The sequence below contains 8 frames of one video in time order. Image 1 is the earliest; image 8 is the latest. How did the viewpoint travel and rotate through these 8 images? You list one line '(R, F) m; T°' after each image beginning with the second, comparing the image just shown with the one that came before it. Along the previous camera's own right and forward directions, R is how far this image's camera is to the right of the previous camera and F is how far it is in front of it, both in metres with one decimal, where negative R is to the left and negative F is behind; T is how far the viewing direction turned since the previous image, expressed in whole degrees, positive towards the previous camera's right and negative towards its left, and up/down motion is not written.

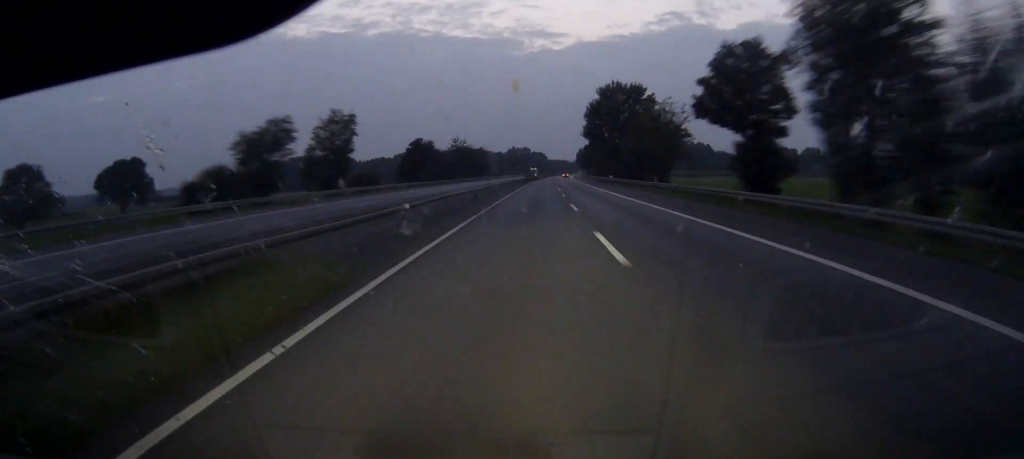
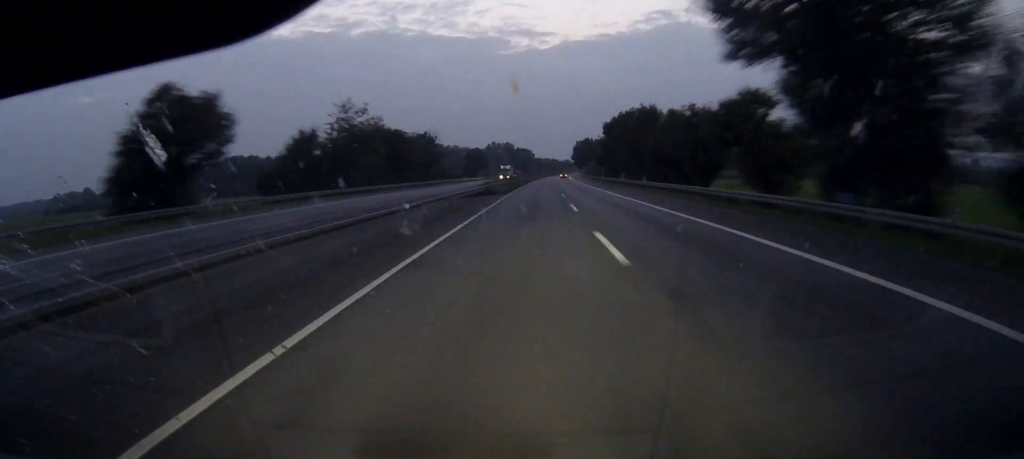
(+0.8, +89.6) m; +1°
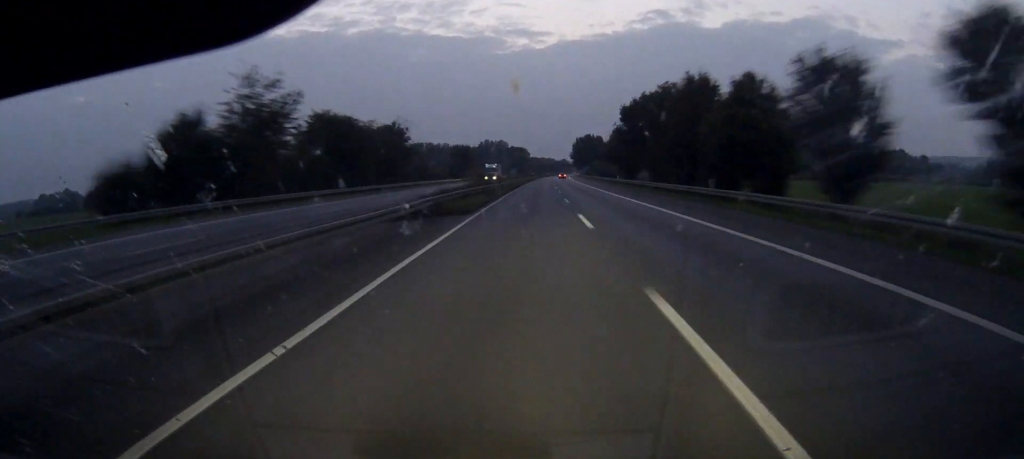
(+0.1, +27.6) m; 0°
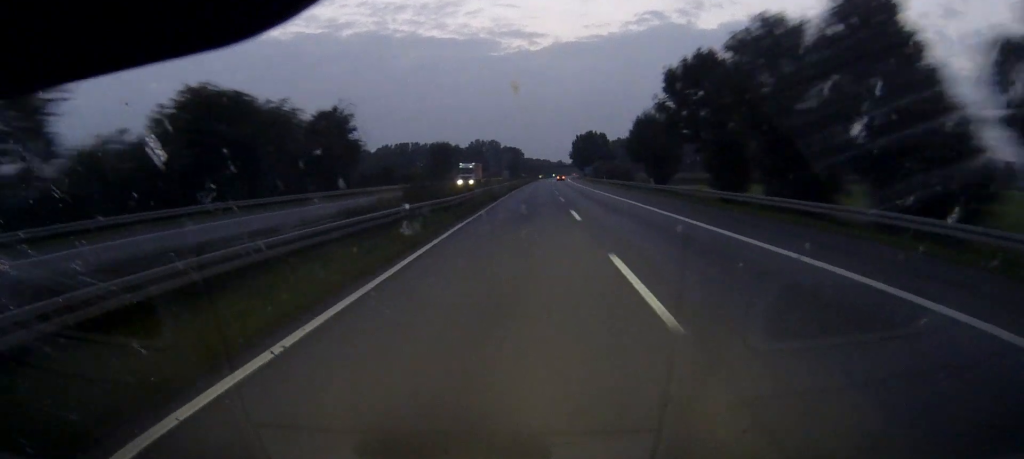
(+0.1, +31.1) m; 0°
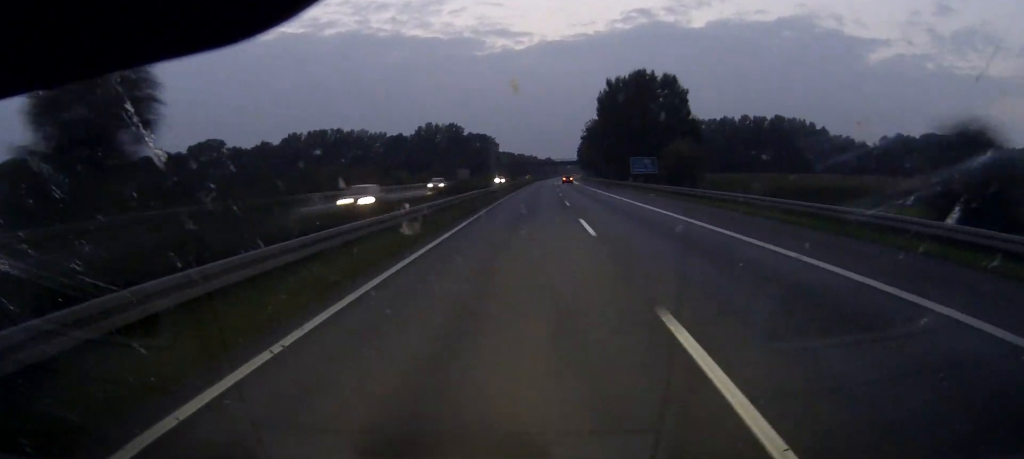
(+1.6, +132.0) m; +1°
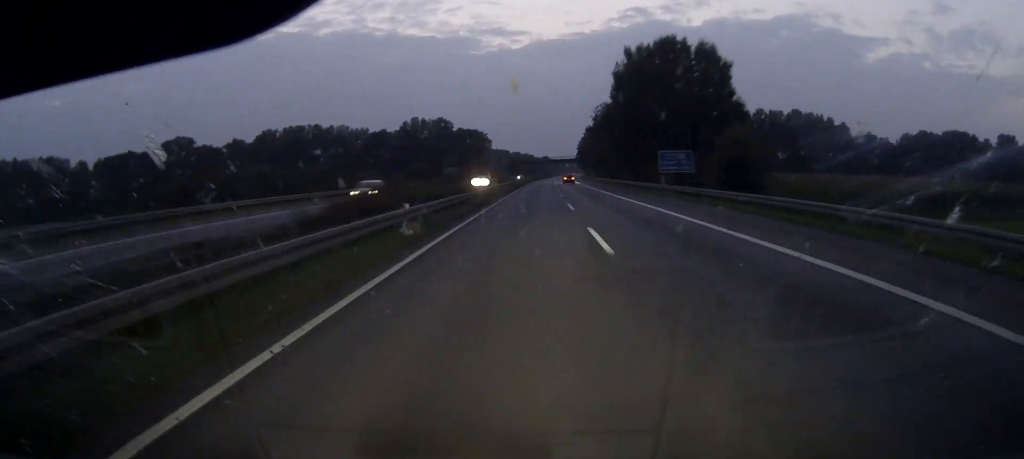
(0.0, +22.7) m; 0°
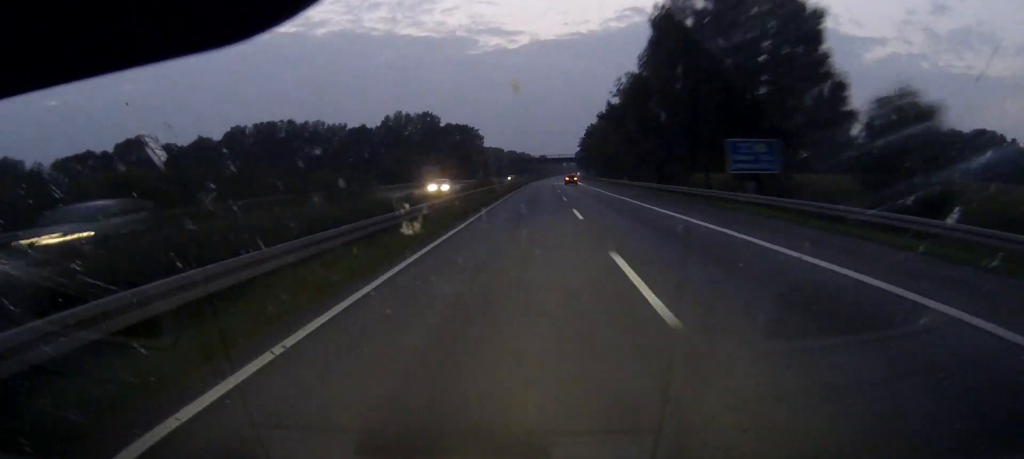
(+0.1, +24.5) m; 0°
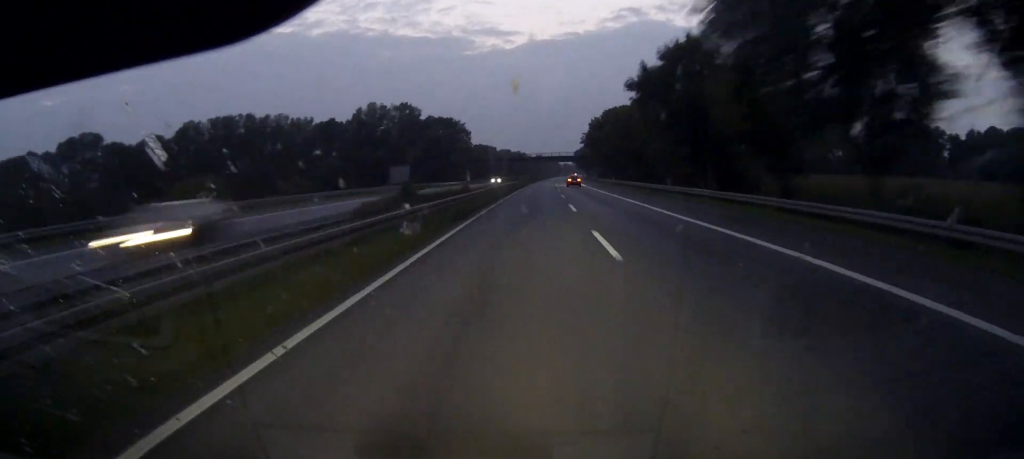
(+0.1, +29.8) m; 0°
